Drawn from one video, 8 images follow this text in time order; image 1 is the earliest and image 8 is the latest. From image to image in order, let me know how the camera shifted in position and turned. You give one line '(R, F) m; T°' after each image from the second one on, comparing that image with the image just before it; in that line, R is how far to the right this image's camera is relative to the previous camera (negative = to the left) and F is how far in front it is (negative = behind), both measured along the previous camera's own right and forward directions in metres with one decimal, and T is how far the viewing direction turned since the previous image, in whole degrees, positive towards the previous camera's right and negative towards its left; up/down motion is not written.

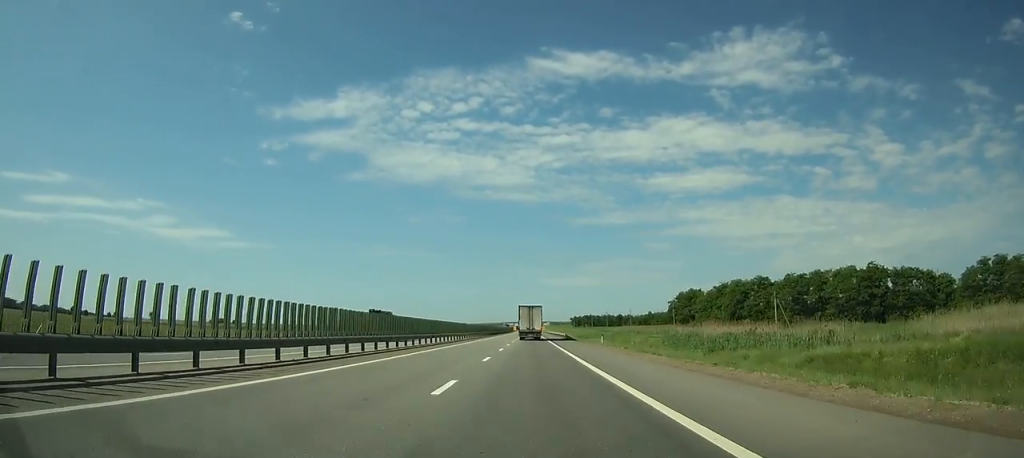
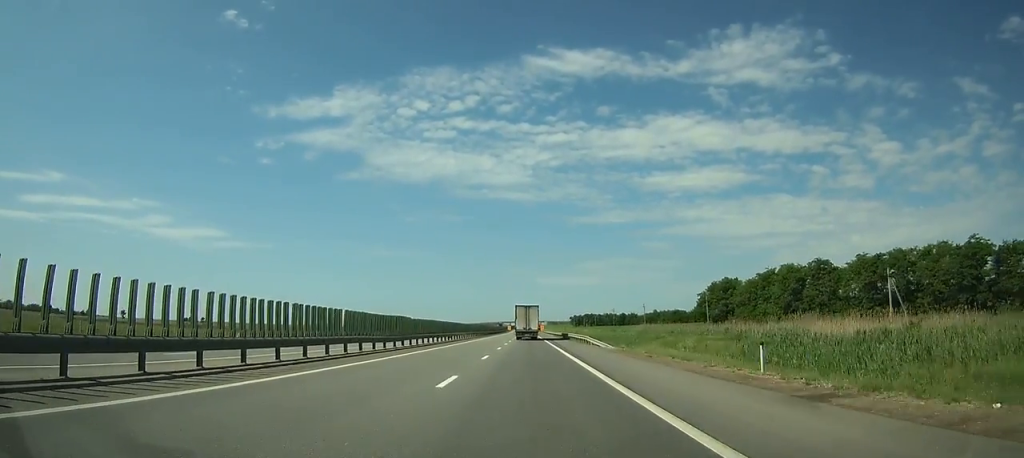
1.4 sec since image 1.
(0.0, +33.8) m; 0°
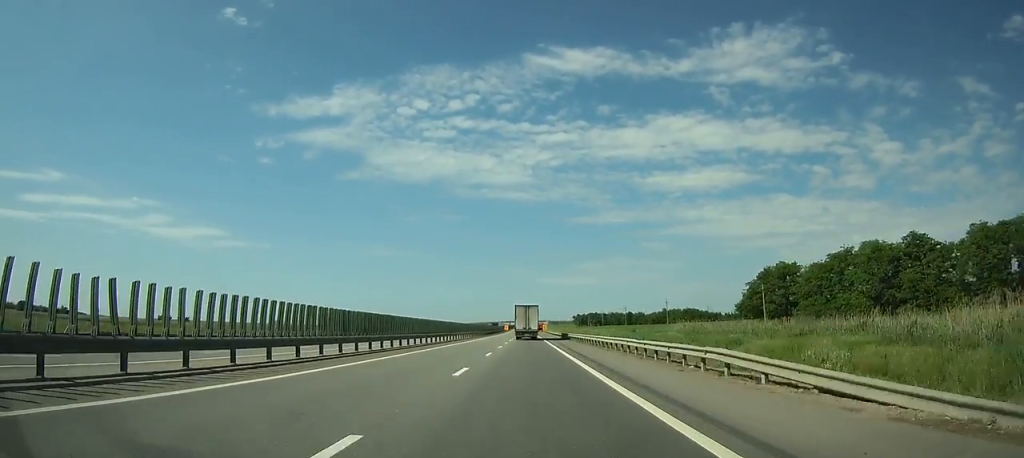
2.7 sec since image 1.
(0.0, +32.0) m; 0°
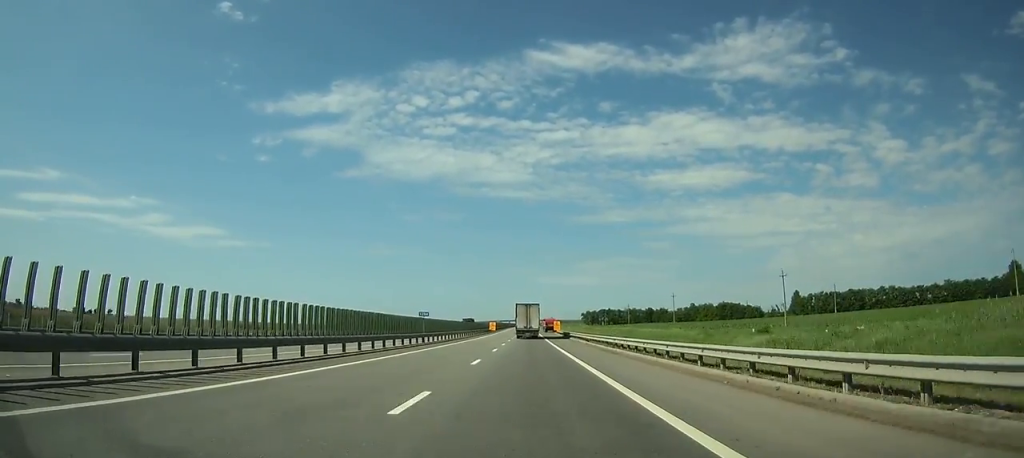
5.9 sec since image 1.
(-0.1, +81.0) m; 0°
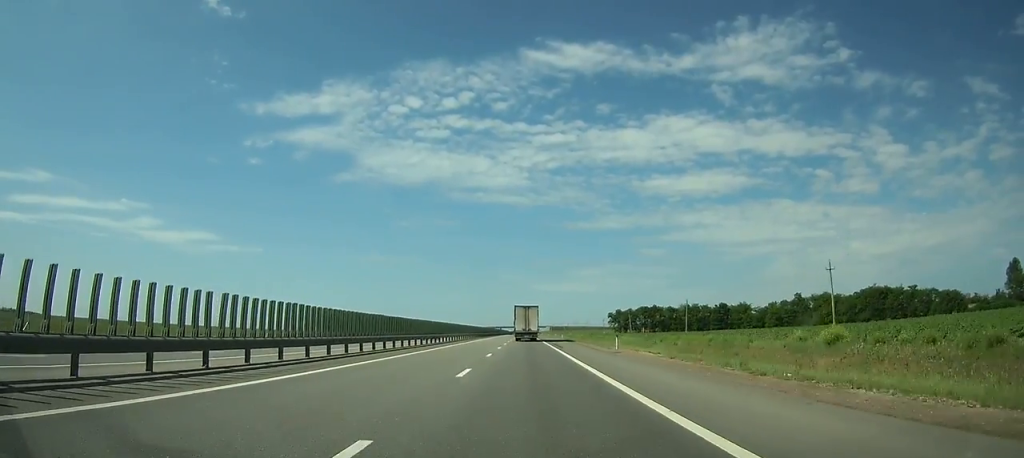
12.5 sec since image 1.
(+0.2, +162.8) m; 0°
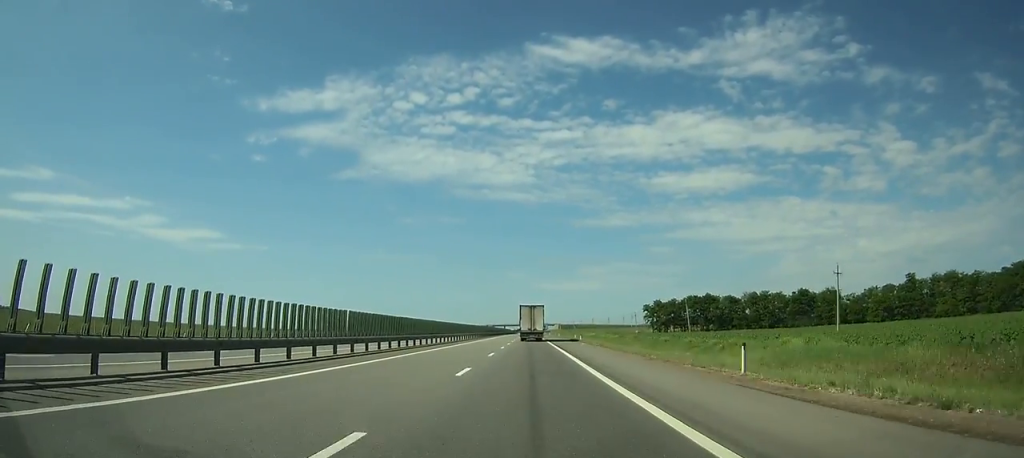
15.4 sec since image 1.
(+0.1, +69.2) m; 0°
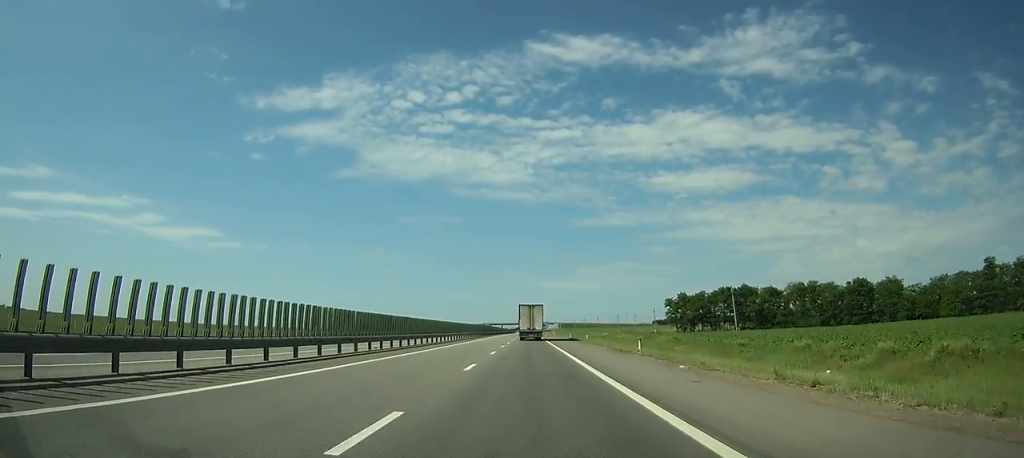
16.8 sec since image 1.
(-0.1, +33.3) m; 0°
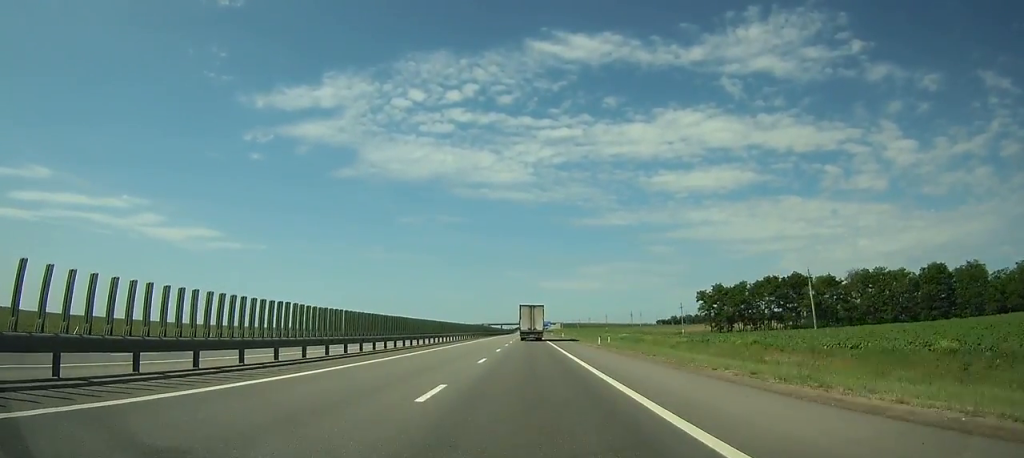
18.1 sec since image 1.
(+0.1, +32.2) m; 0°
